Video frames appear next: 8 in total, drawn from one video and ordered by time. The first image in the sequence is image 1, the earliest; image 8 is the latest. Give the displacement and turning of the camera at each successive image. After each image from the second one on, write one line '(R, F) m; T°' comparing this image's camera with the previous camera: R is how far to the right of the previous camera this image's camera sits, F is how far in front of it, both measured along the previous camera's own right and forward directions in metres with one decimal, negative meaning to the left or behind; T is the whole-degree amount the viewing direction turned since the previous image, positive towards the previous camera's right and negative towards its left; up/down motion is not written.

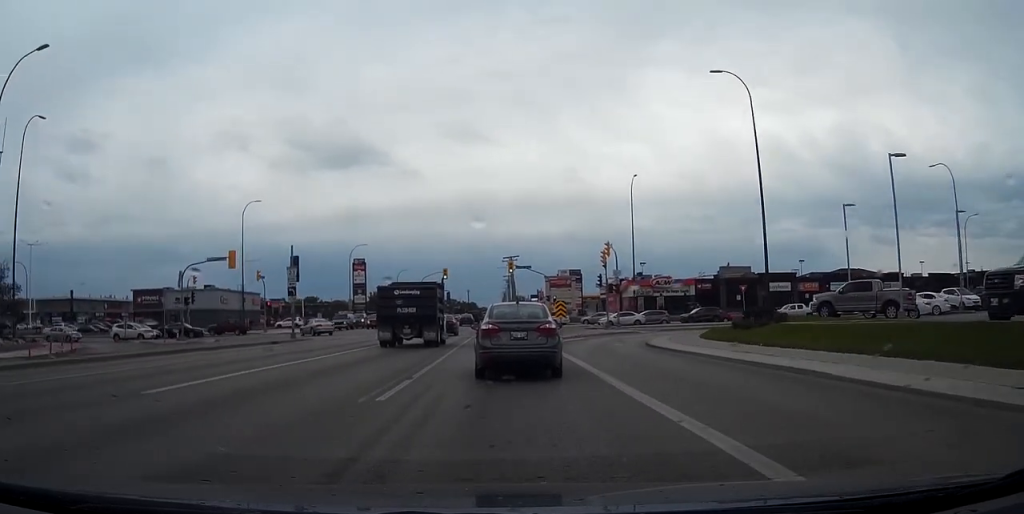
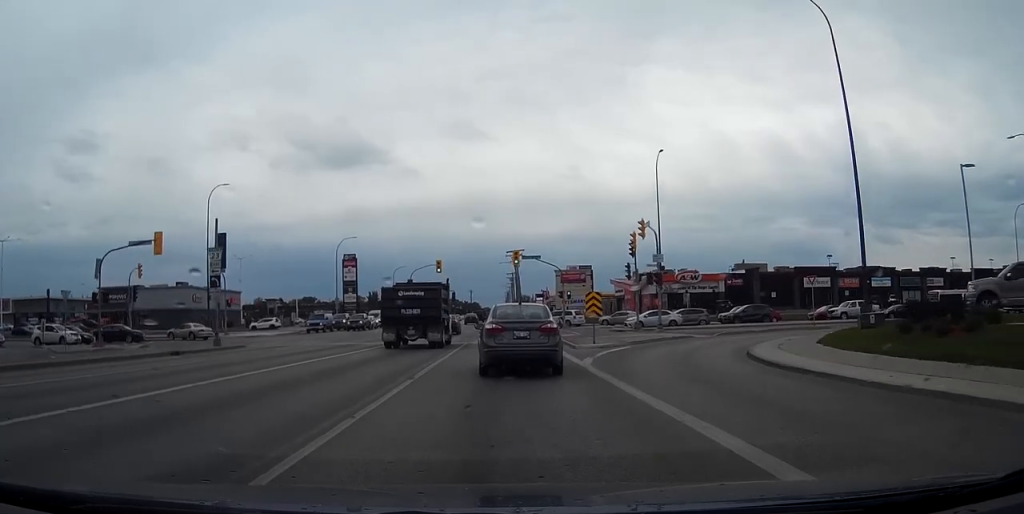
(0.0, +13.9) m; +1°
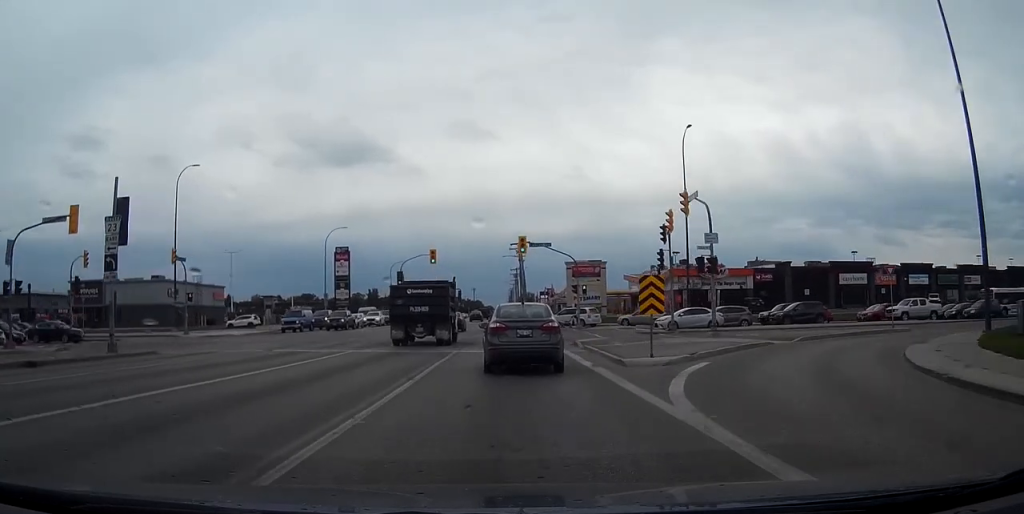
(+0.3, +10.8) m; +2°
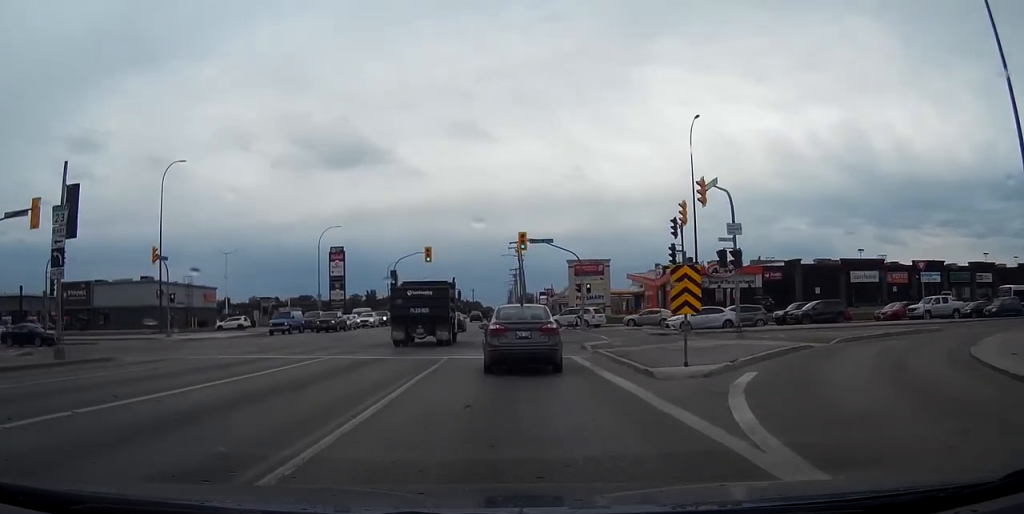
(+0.1, +3.6) m; 0°
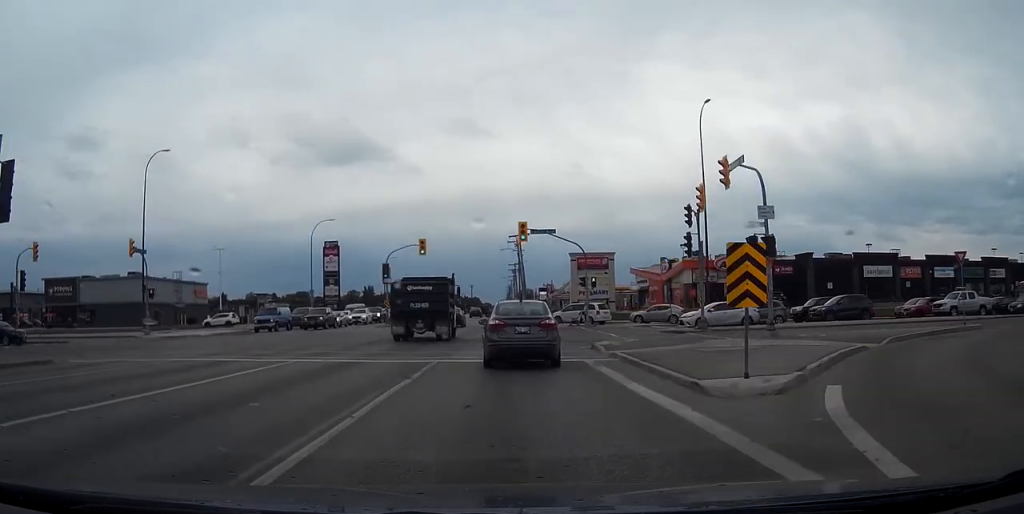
(0.0, +3.9) m; 0°
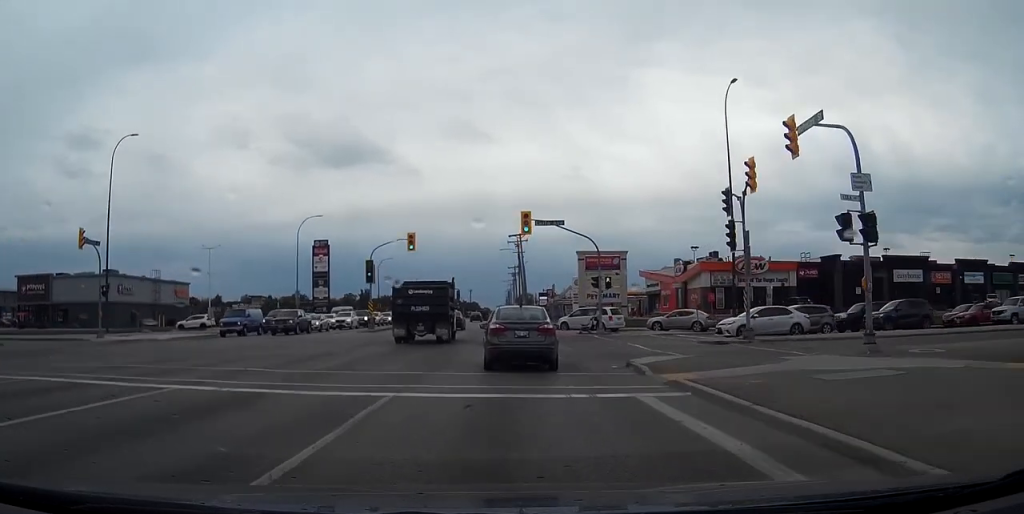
(-0.1, +7.6) m; -1°
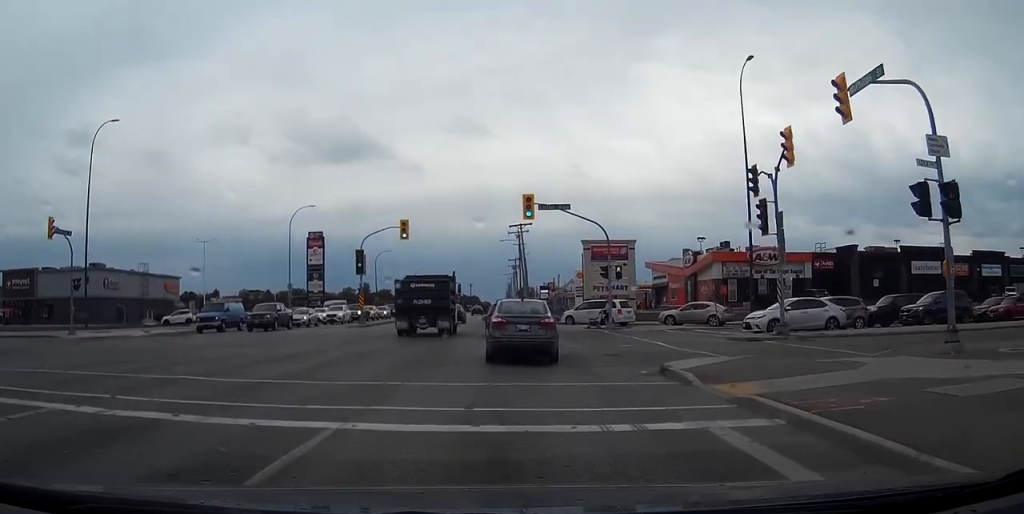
(0.0, +4.0) m; +1°
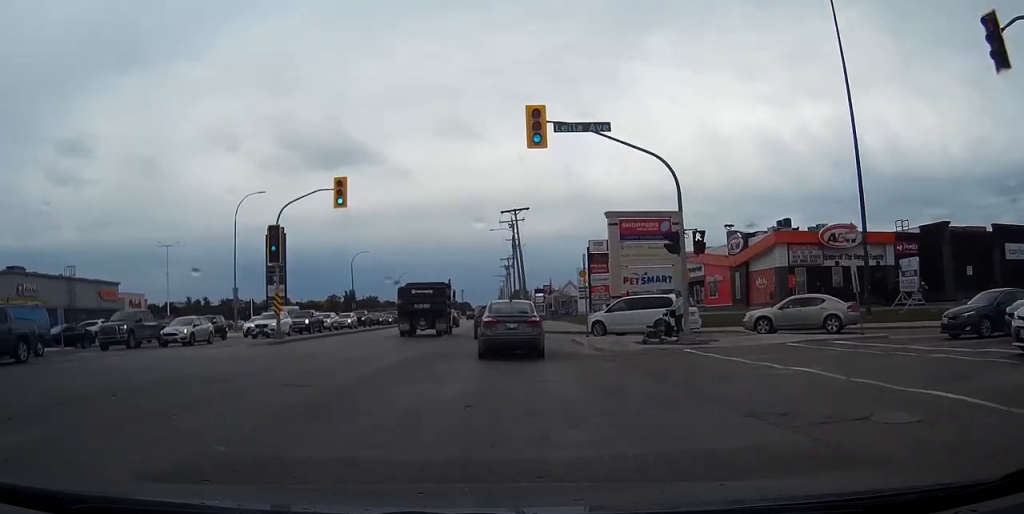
(+0.2, +18.3) m; 0°
